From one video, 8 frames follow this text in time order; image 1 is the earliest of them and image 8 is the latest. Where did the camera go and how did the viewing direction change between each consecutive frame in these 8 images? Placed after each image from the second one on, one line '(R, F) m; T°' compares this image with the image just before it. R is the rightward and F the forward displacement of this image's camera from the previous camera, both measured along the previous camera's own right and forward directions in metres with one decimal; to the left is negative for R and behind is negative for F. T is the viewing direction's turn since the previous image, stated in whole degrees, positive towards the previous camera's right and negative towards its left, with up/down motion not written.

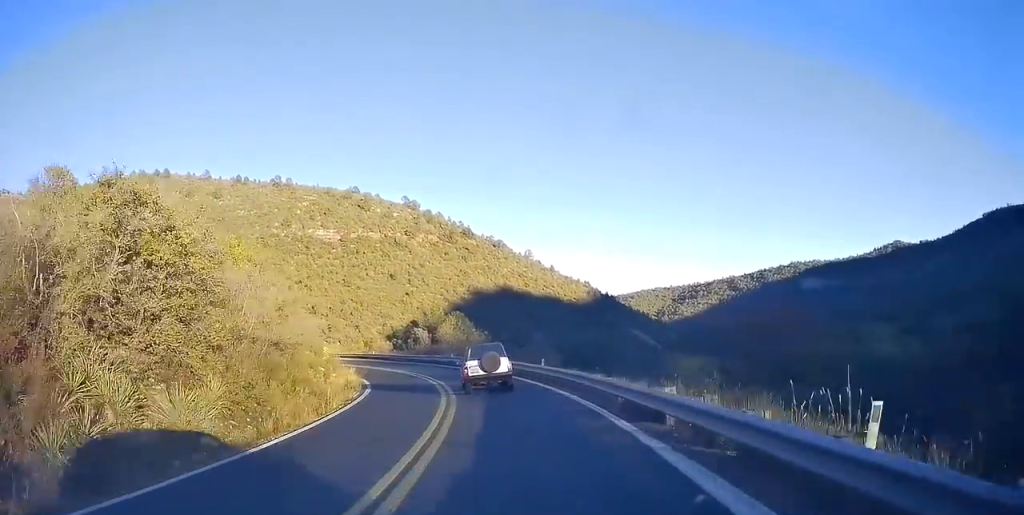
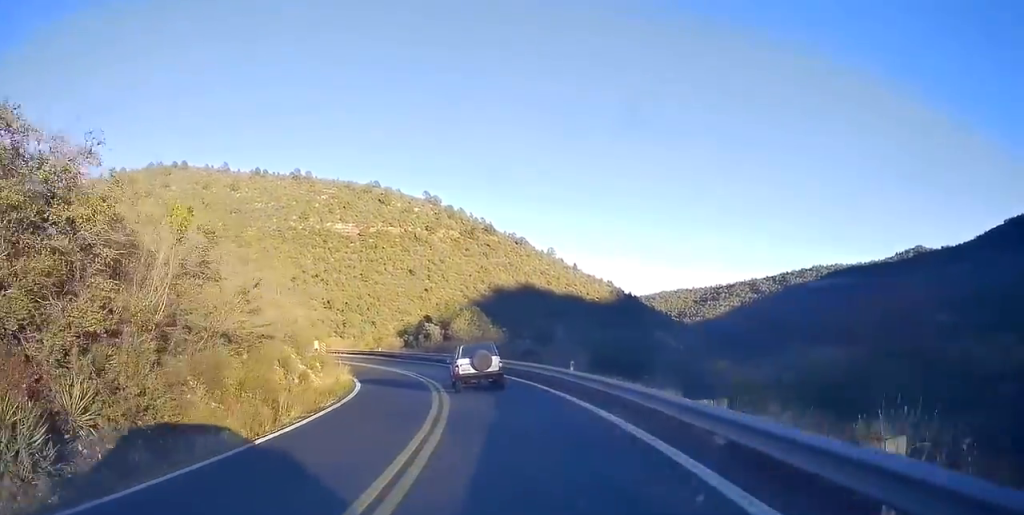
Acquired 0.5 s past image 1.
(-0.4, +6.0) m; -4°
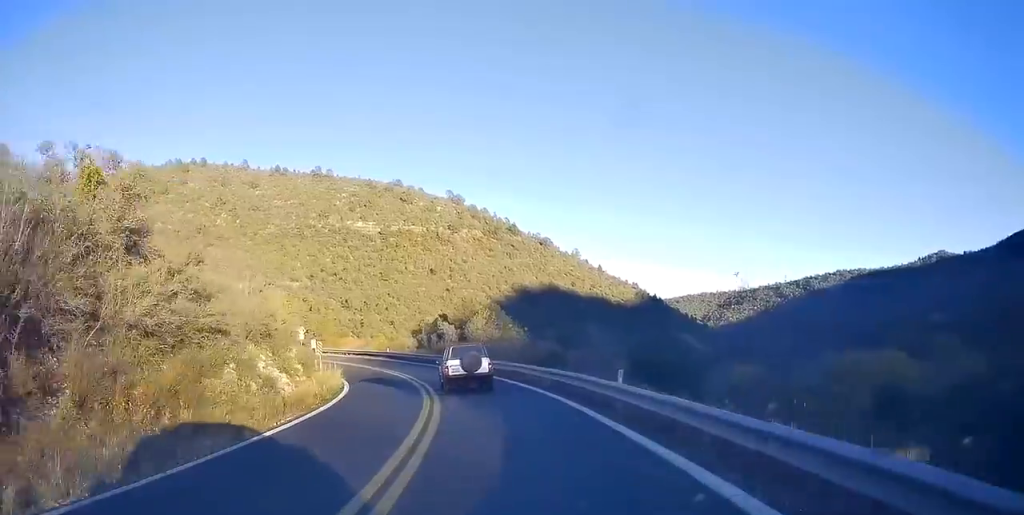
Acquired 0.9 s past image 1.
(-0.1, +6.0) m; -3°
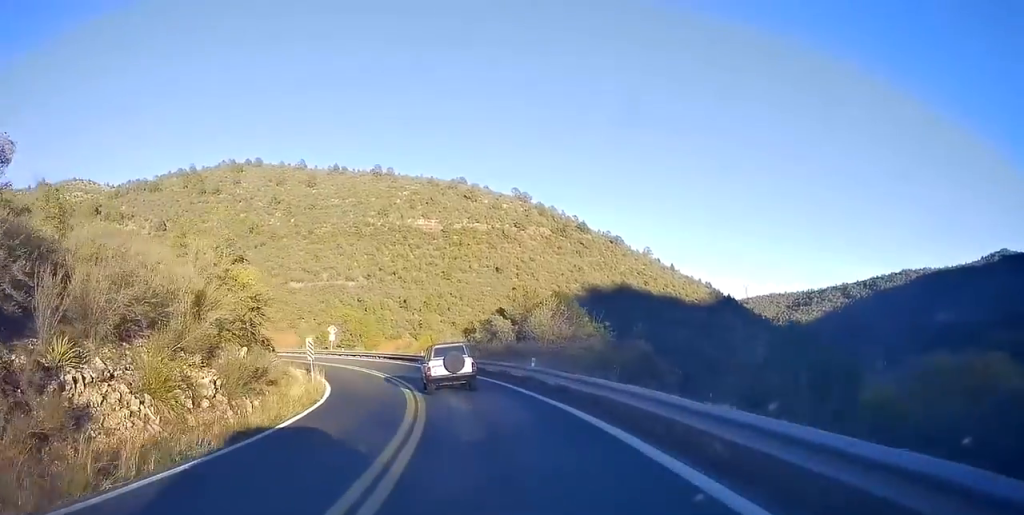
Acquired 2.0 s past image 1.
(-0.6, +13.5) m; -5°
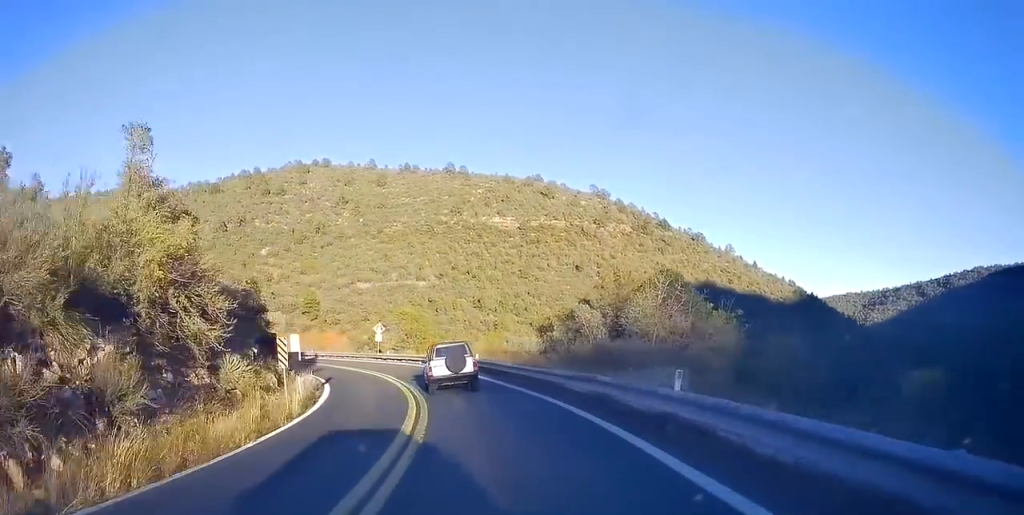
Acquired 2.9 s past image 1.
(-0.3, +11.8) m; -7°
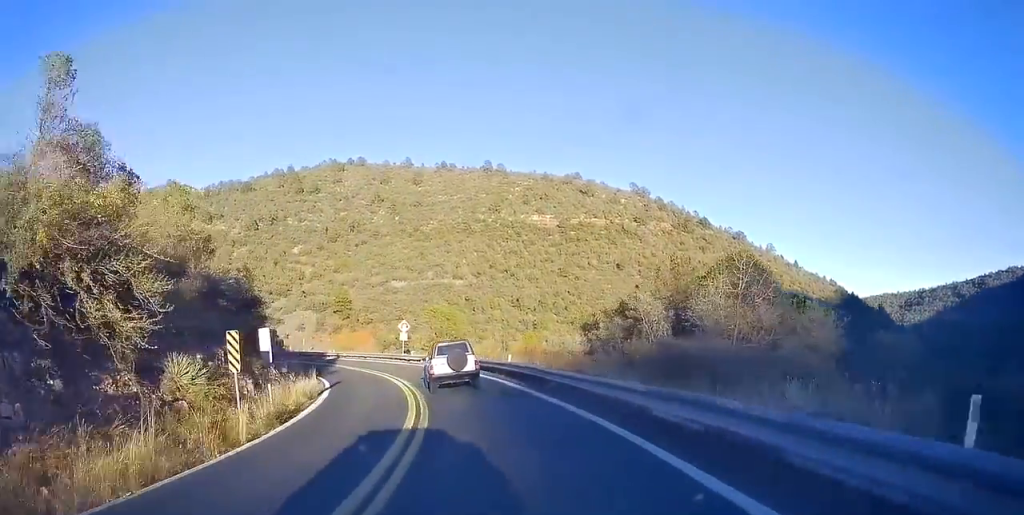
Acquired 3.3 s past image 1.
(-0.5, +5.6) m; -5°
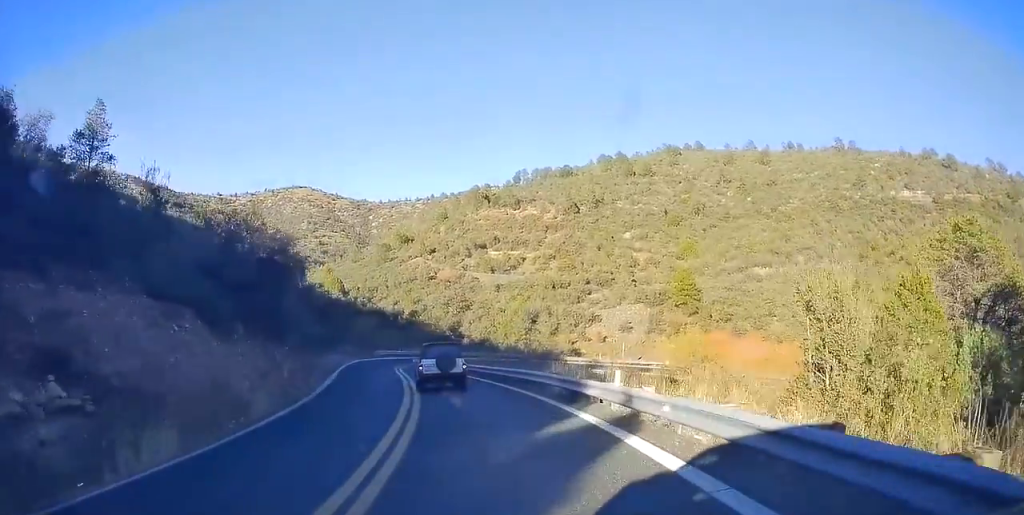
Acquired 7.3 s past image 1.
(-14.1, +49.9) m; -35°
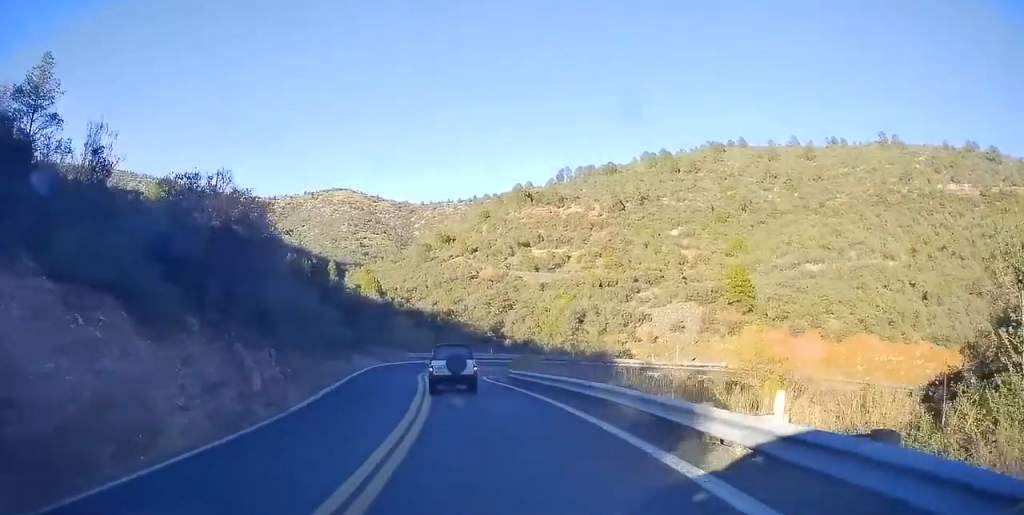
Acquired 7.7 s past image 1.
(-0.4, +6.2) m; -6°
